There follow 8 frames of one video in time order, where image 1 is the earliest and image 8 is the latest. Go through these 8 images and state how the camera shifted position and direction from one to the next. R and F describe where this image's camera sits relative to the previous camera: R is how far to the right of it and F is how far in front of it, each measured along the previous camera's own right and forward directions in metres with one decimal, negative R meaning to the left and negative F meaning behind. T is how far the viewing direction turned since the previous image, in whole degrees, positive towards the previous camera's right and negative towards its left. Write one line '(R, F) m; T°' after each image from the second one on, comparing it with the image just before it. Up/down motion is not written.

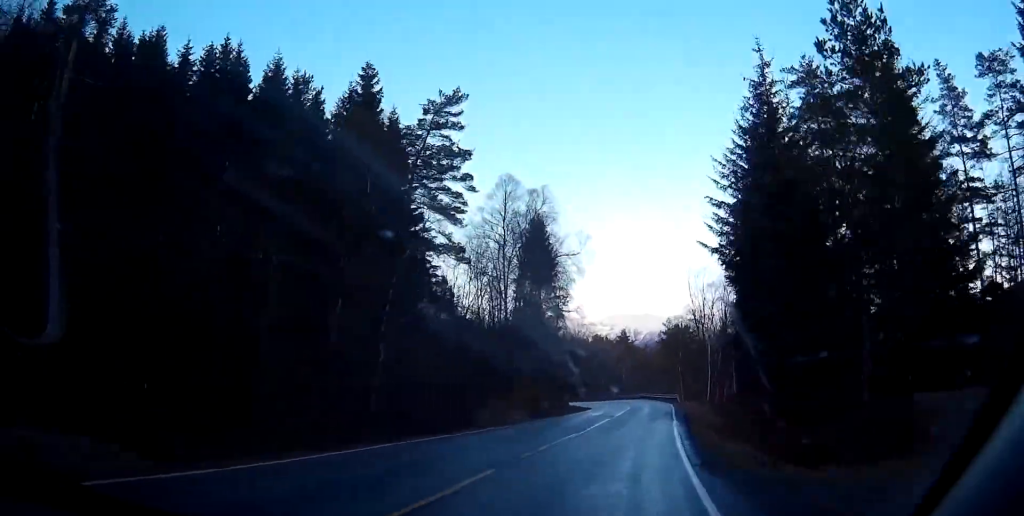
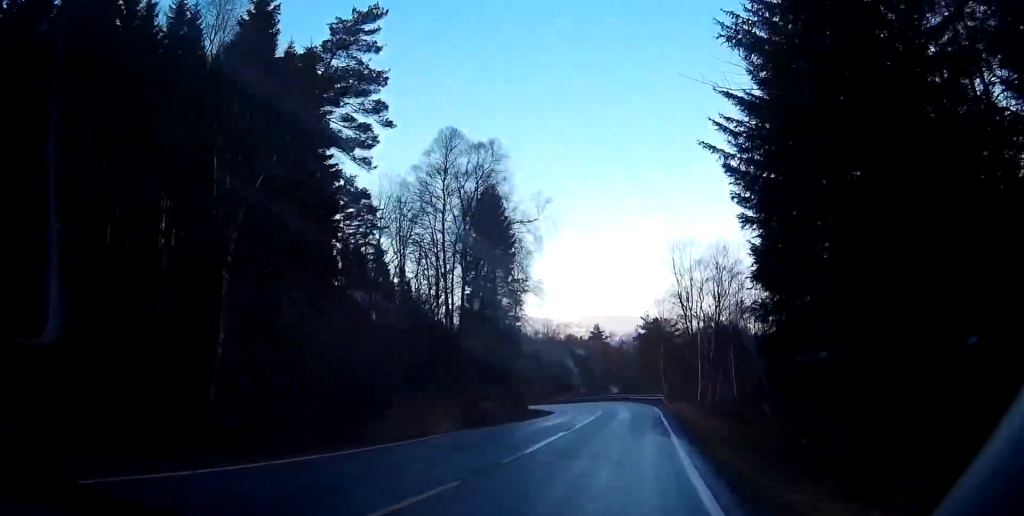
(+0.4, +13.1) m; +2°
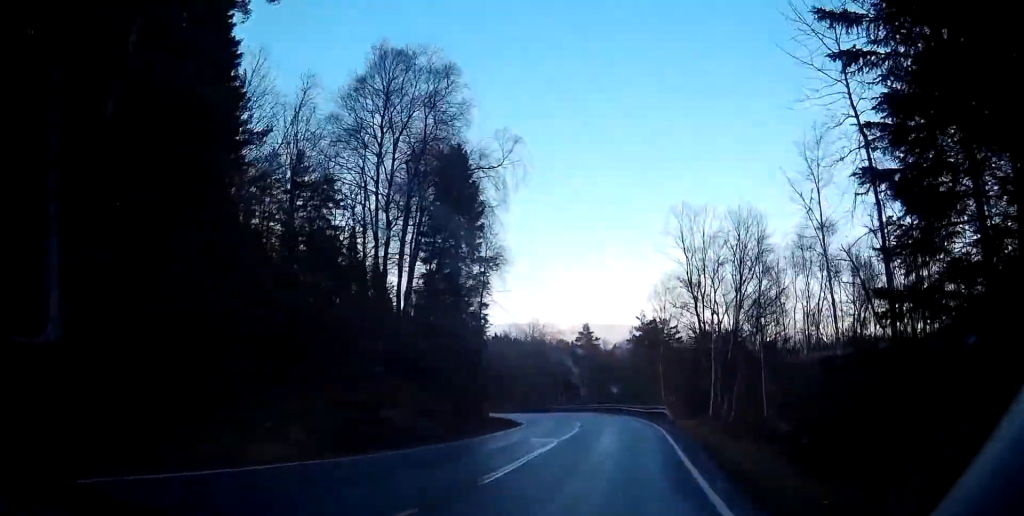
(+0.1, +14.2) m; -1°
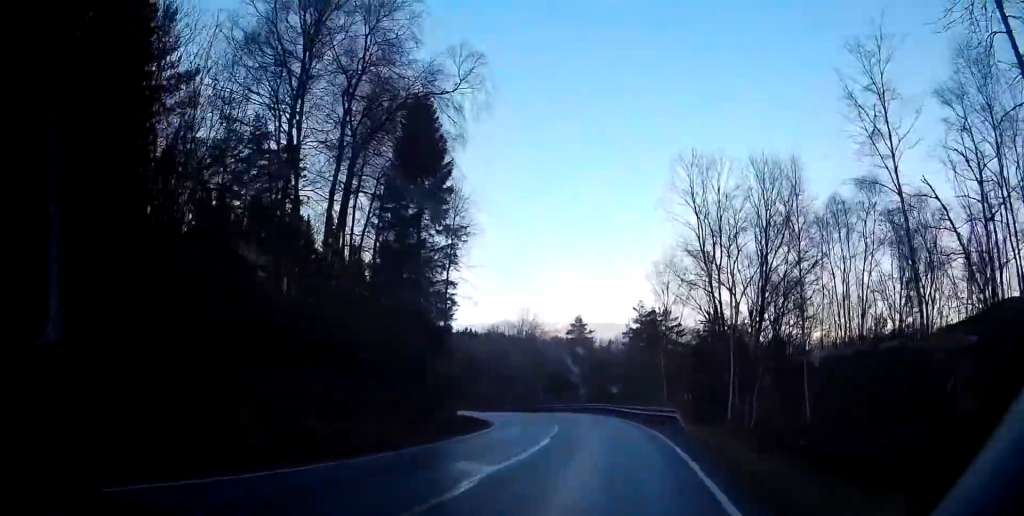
(-0.1, +9.9) m; -1°
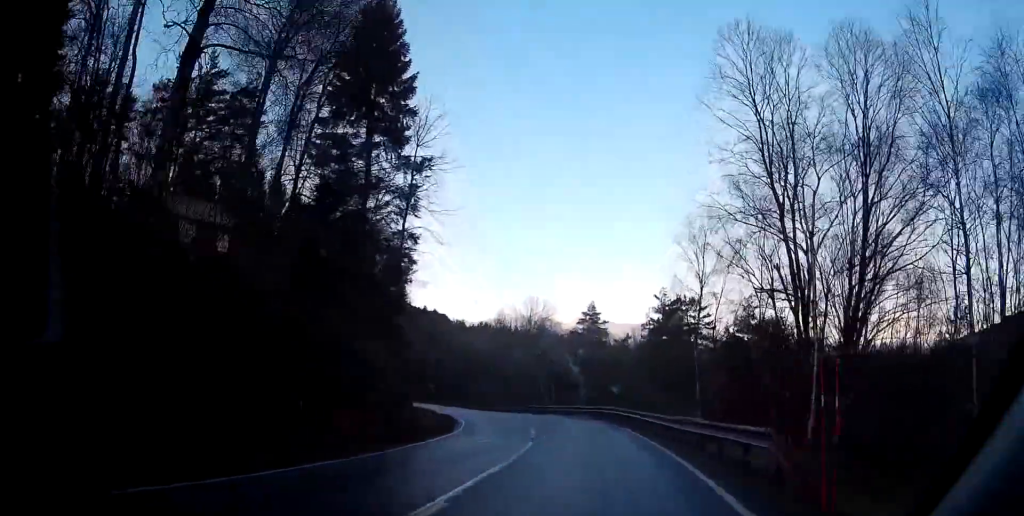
(-0.1, +13.5) m; -3°
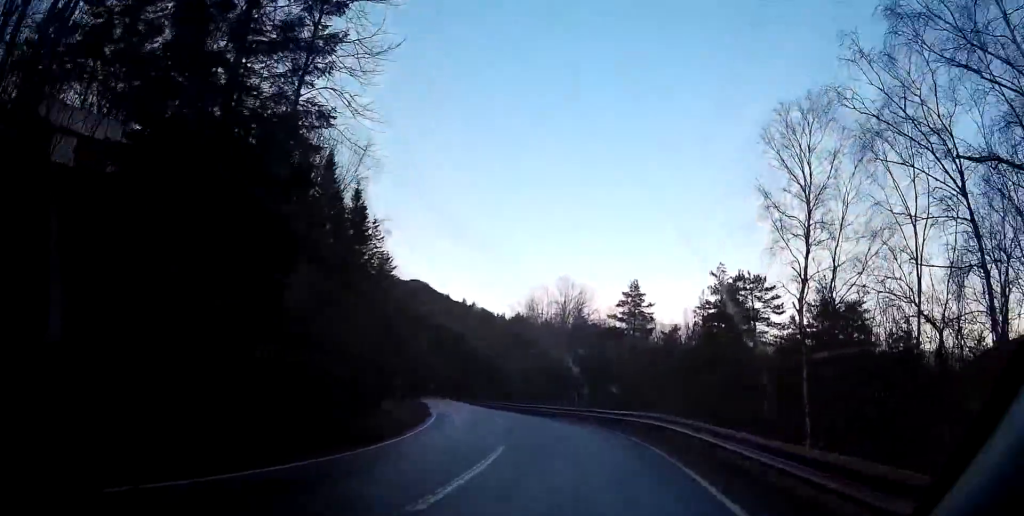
(-0.6, +15.9) m; -6°
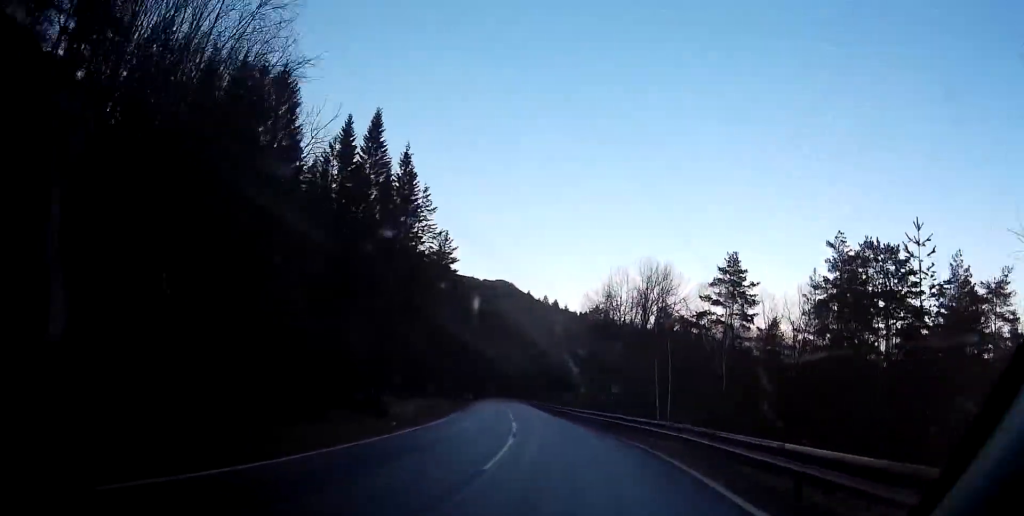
(-1.1, +15.7) m; -5°
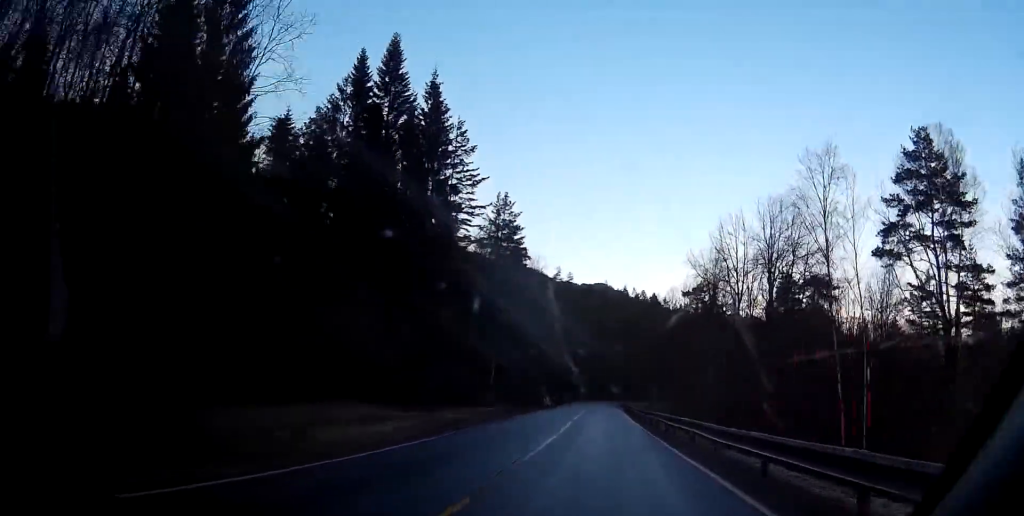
(-0.7, +26.2) m; -3°
